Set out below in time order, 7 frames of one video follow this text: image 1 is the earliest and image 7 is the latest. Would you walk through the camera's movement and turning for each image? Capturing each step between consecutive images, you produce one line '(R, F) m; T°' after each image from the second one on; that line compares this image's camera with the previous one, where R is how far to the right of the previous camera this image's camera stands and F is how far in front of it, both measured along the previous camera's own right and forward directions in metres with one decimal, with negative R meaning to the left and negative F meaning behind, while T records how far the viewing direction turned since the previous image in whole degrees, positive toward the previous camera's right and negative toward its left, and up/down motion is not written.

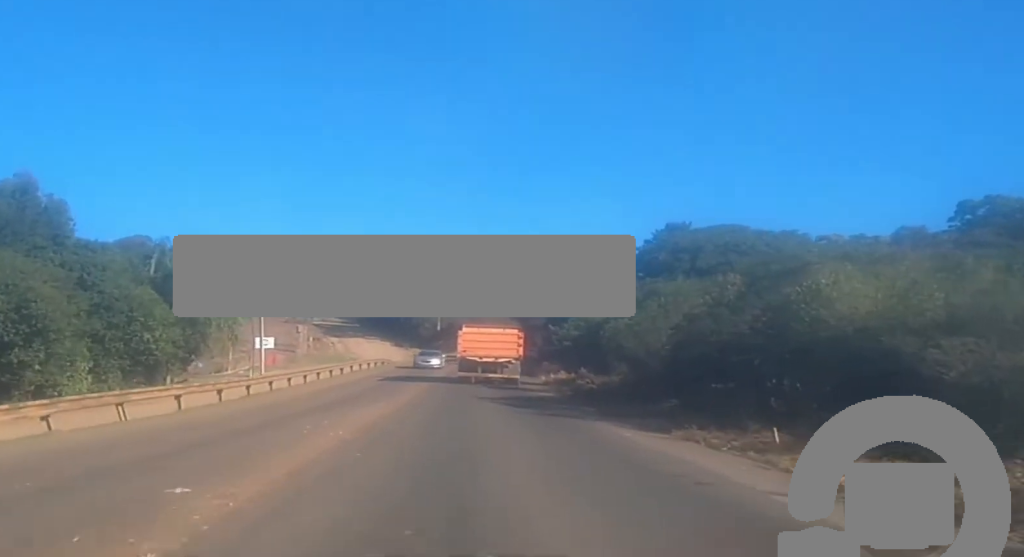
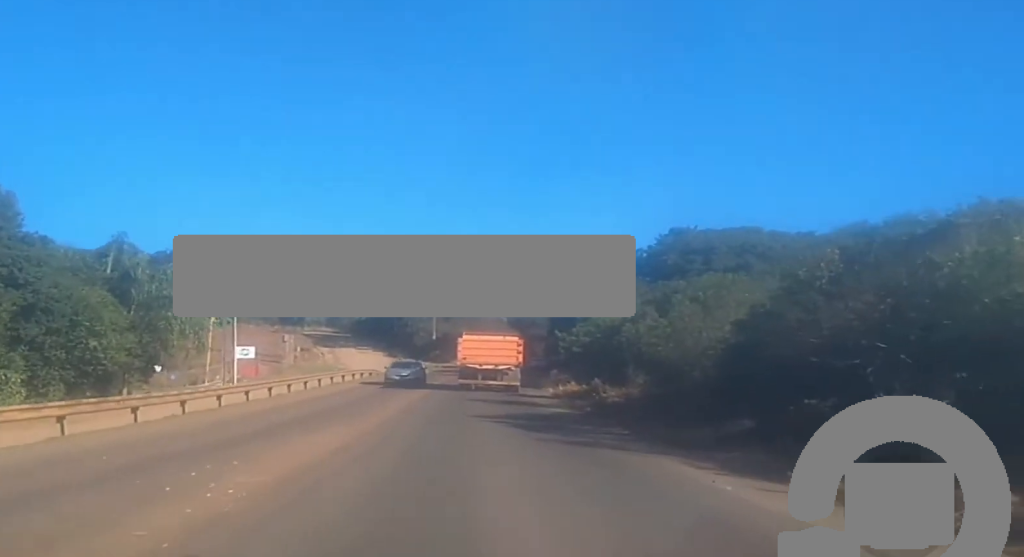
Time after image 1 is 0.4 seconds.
(-0.1, +7.3) m; -1°
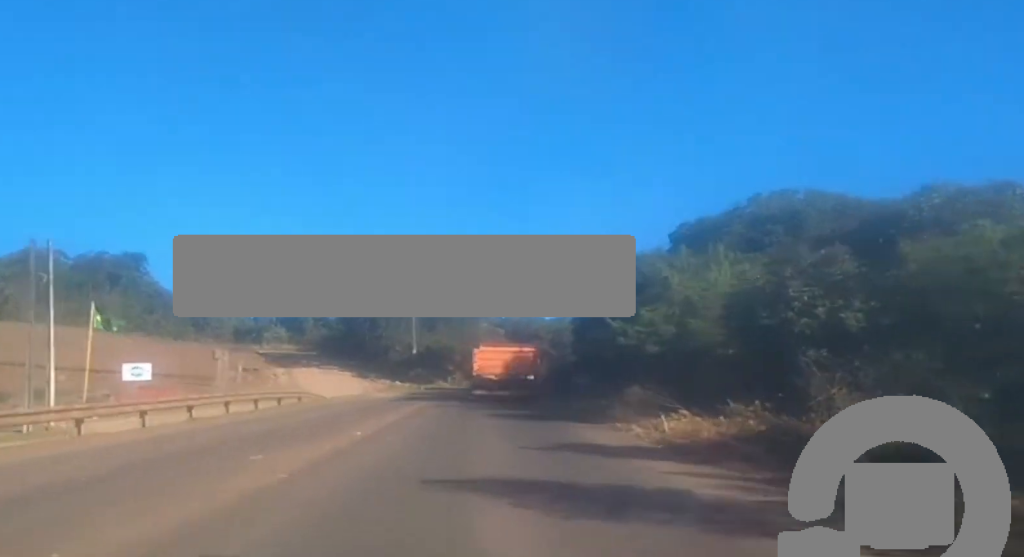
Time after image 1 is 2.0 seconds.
(-0.6, +26.7) m; -2°
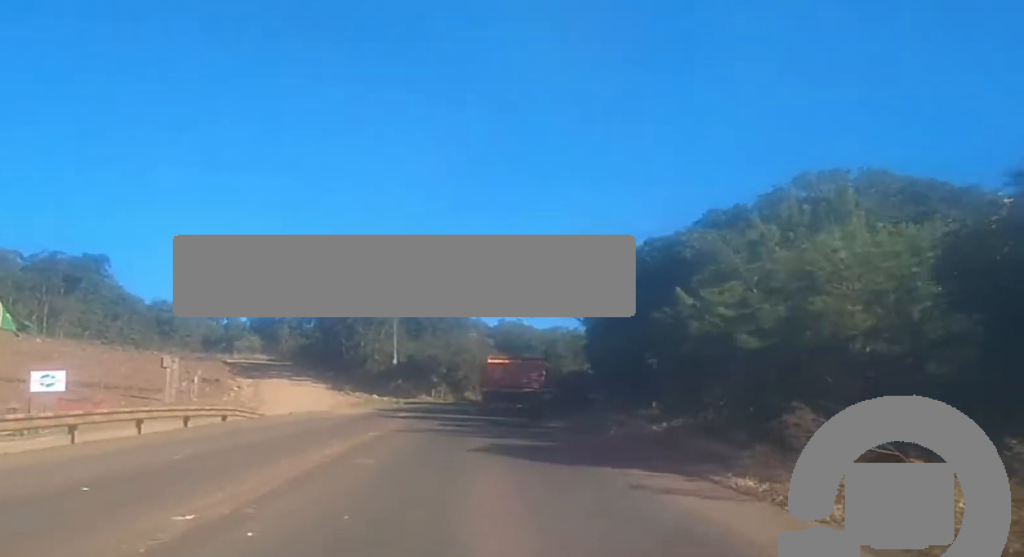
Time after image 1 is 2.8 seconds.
(+0.1, +12.4) m; 0°
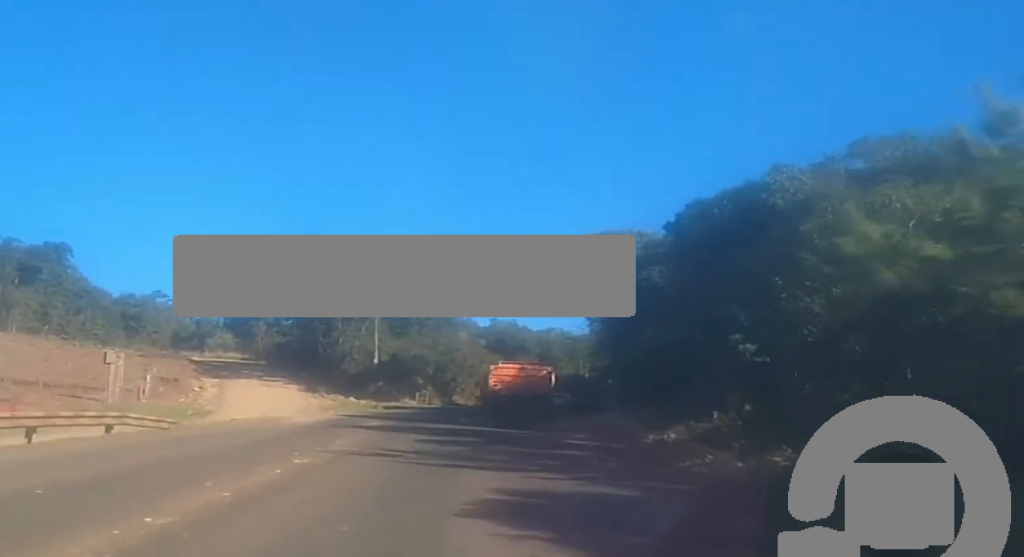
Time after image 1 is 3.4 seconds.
(0.0, +9.6) m; 0°
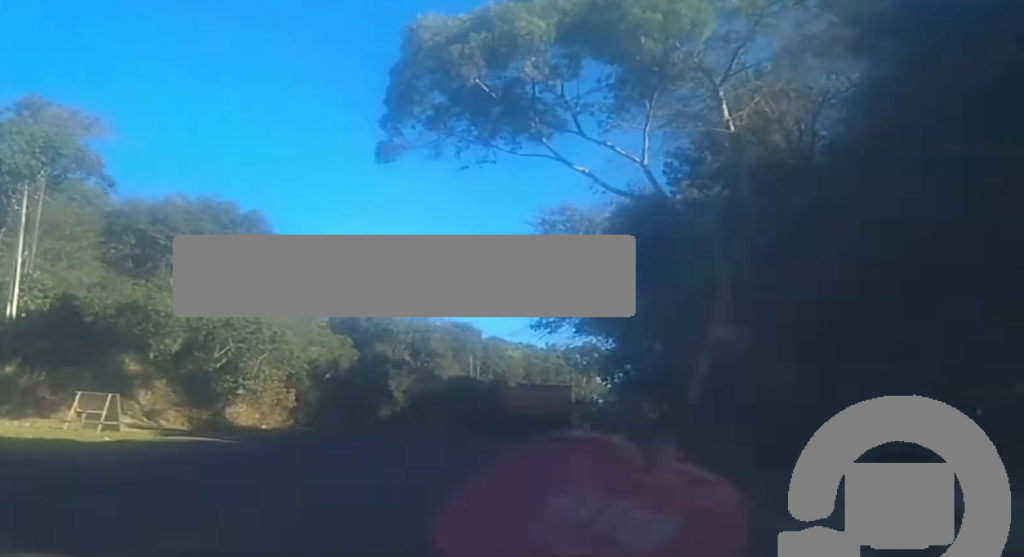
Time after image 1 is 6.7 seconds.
(+2.2, +51.4) m; +8°
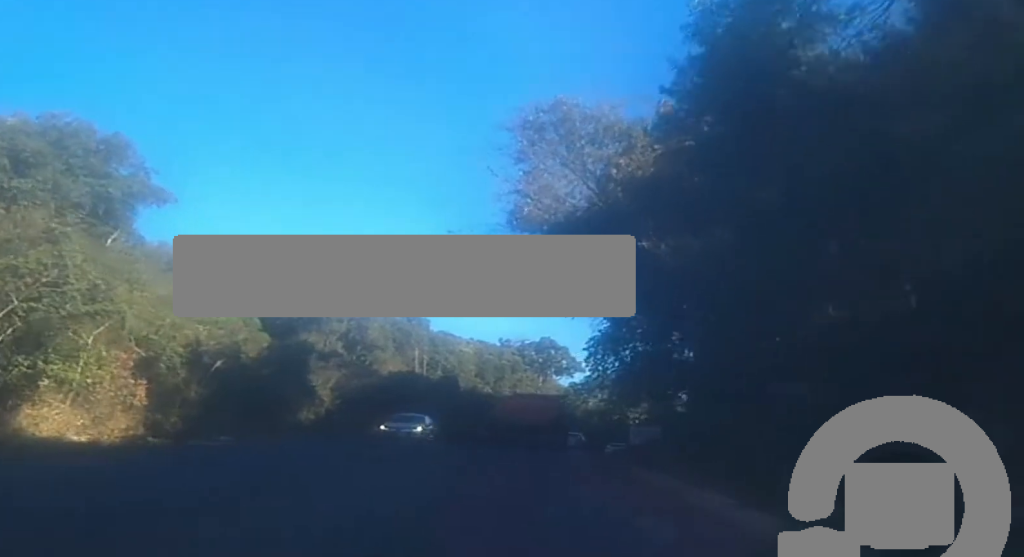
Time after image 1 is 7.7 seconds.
(+0.6, +14.5) m; +3°
